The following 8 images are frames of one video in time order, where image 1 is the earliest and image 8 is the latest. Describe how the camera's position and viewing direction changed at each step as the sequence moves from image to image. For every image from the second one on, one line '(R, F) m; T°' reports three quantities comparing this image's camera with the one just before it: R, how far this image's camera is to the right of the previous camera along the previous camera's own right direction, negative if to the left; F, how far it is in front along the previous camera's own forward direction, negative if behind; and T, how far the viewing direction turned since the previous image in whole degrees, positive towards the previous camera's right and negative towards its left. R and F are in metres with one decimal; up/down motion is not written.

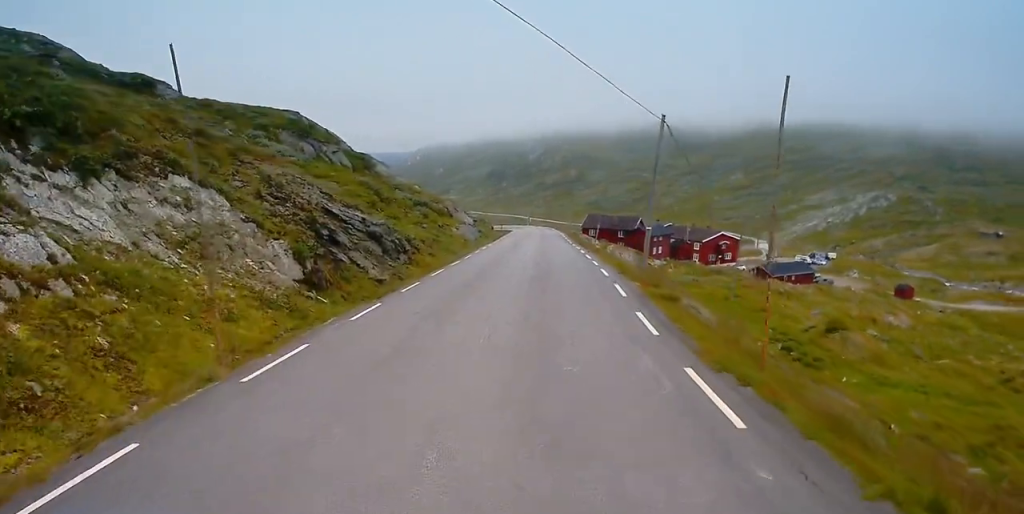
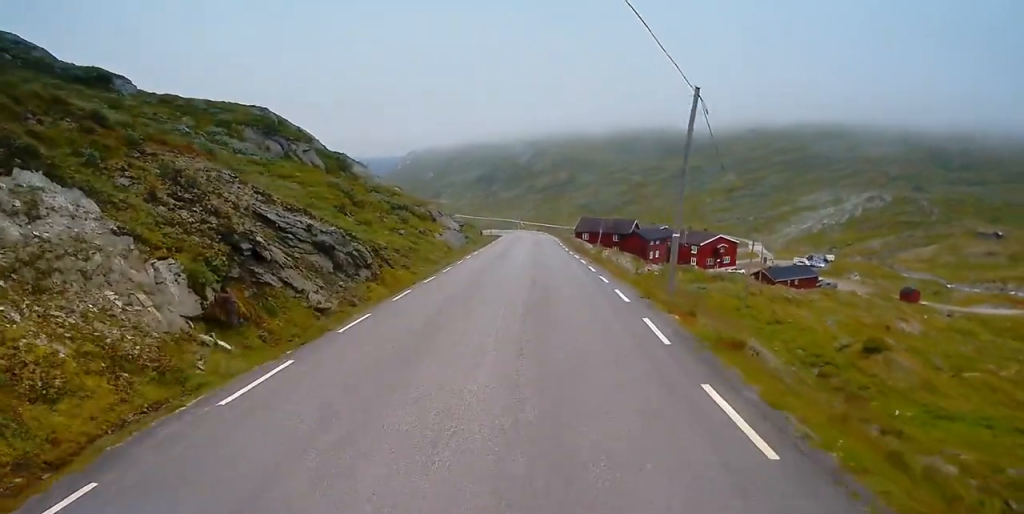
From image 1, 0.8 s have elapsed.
(-0.1, +7.1) m; +1°
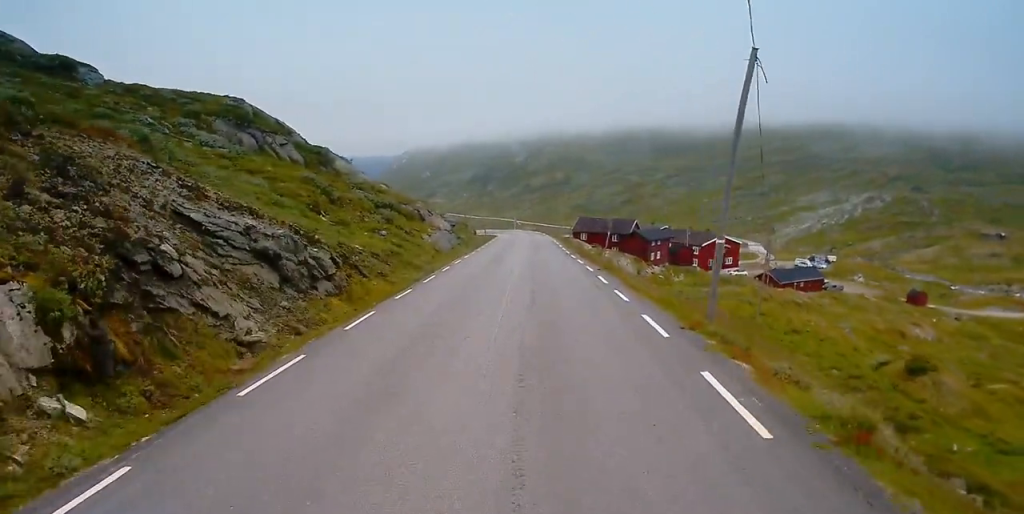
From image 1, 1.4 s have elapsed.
(+0.2, +5.4) m; +1°
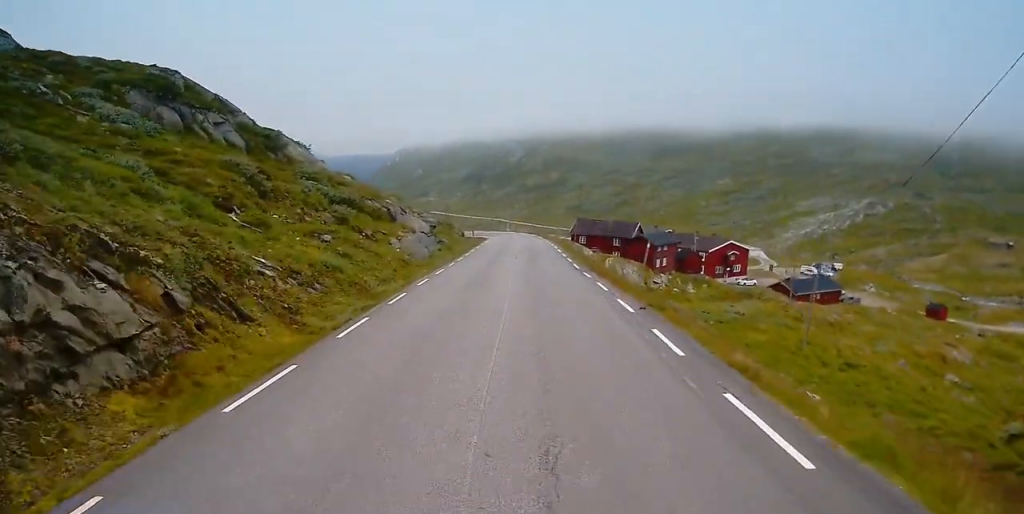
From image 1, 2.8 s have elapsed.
(-0.1, +12.7) m; -1°
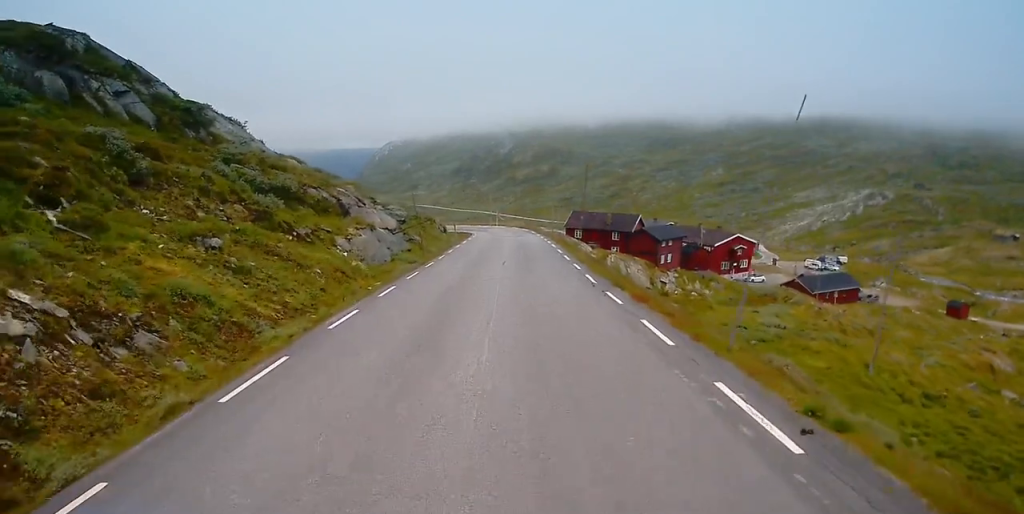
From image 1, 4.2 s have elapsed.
(0.0, +11.8) m; +1°
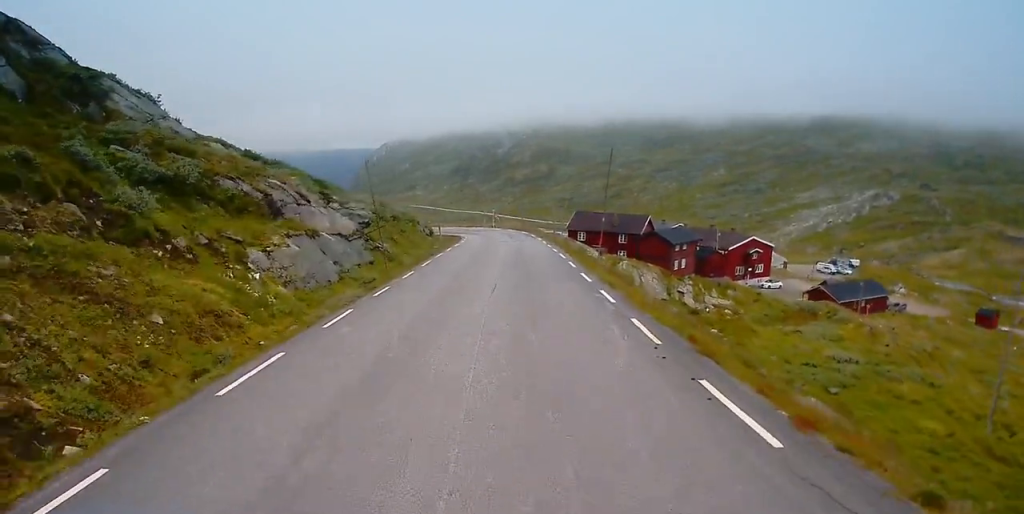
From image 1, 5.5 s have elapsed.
(+0.2, +11.6) m; +1°
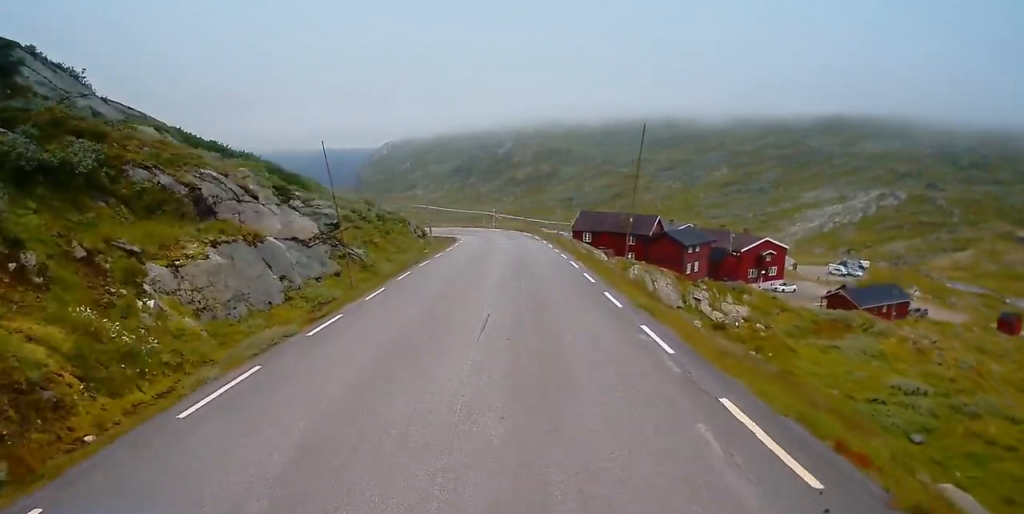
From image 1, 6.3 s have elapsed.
(-0.1, +7.2) m; -1°
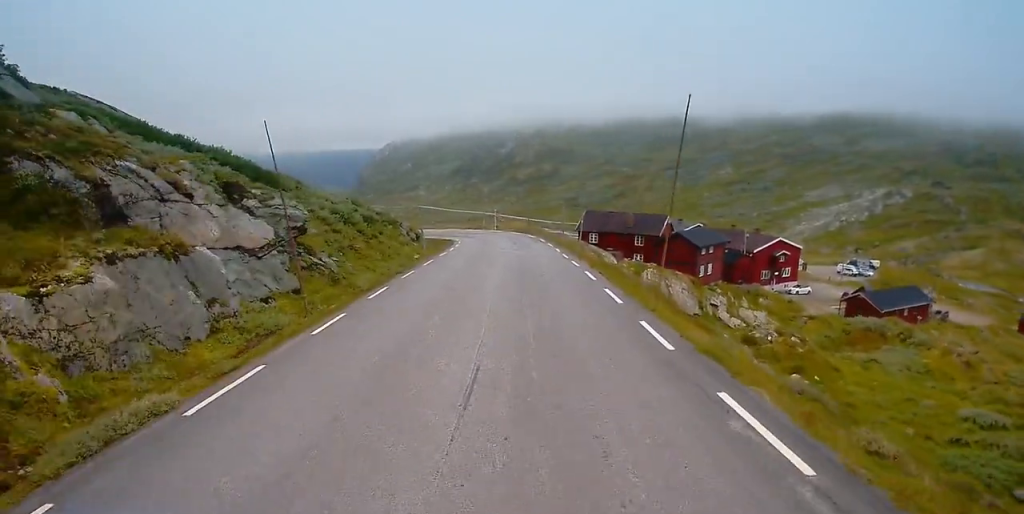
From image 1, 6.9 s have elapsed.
(-0.1, +5.9) m; -1°
